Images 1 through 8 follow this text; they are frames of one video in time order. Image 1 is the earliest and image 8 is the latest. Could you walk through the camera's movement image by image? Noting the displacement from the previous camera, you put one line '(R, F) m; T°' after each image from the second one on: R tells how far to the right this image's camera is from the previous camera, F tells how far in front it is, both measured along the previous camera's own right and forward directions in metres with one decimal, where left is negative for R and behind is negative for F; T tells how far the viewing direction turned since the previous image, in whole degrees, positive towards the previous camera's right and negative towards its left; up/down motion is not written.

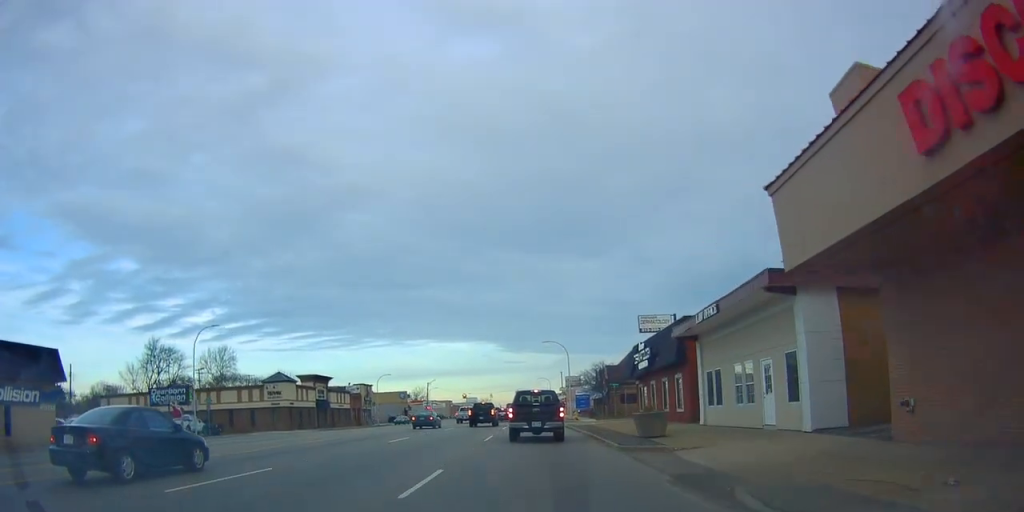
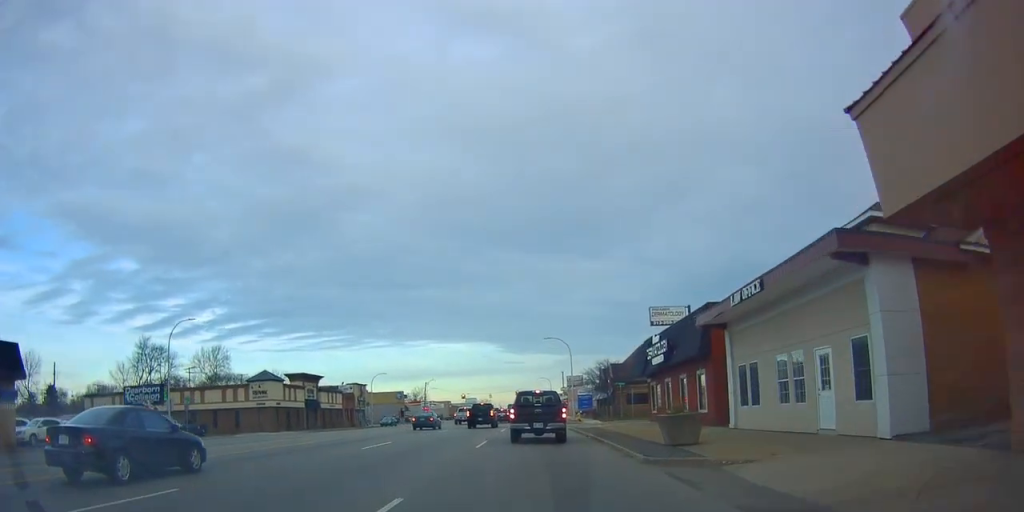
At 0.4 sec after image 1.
(+0.1, +3.8) m; 0°
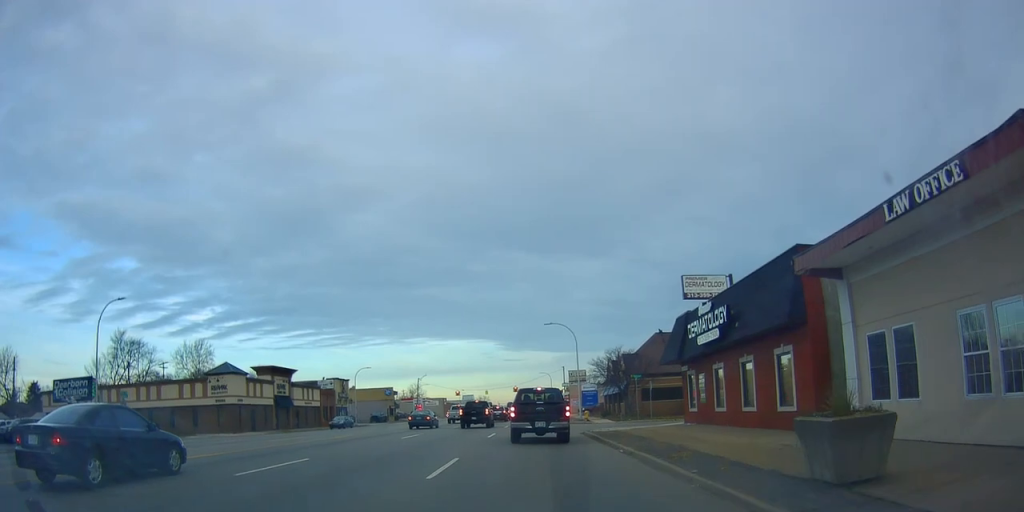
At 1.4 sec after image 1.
(-0.4, +8.8) m; -3°
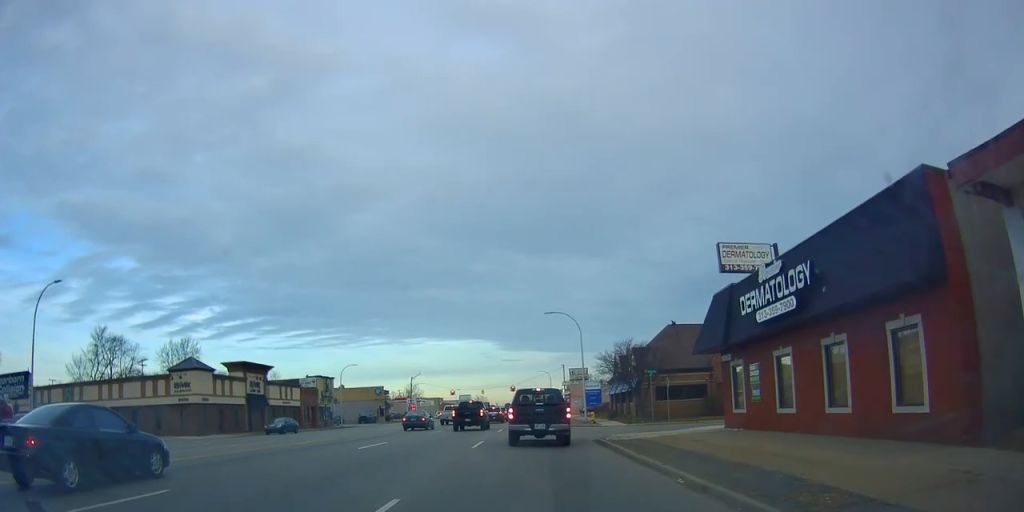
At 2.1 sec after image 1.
(0.0, +6.7) m; 0°
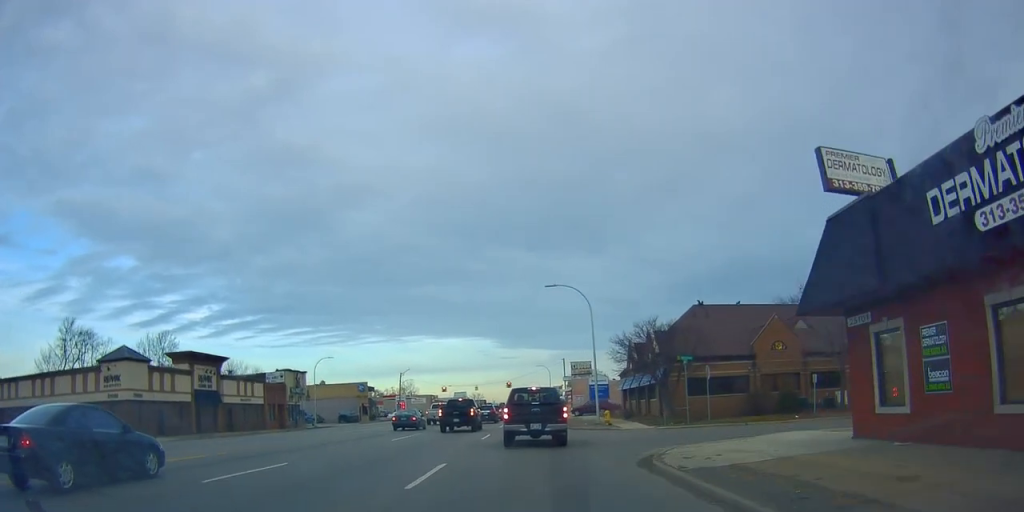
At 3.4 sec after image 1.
(0.0, +11.9) m; 0°
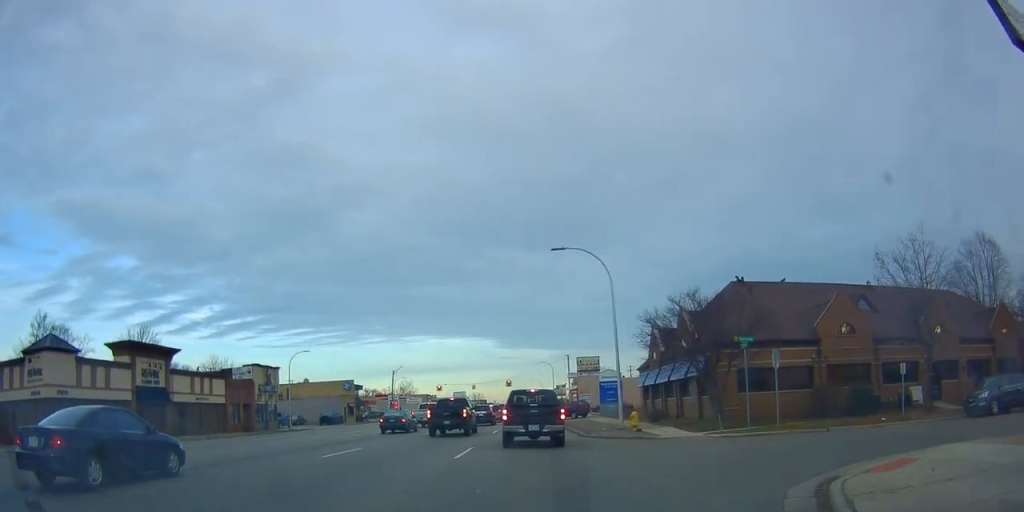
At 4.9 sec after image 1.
(0.0, +11.3) m; 0°
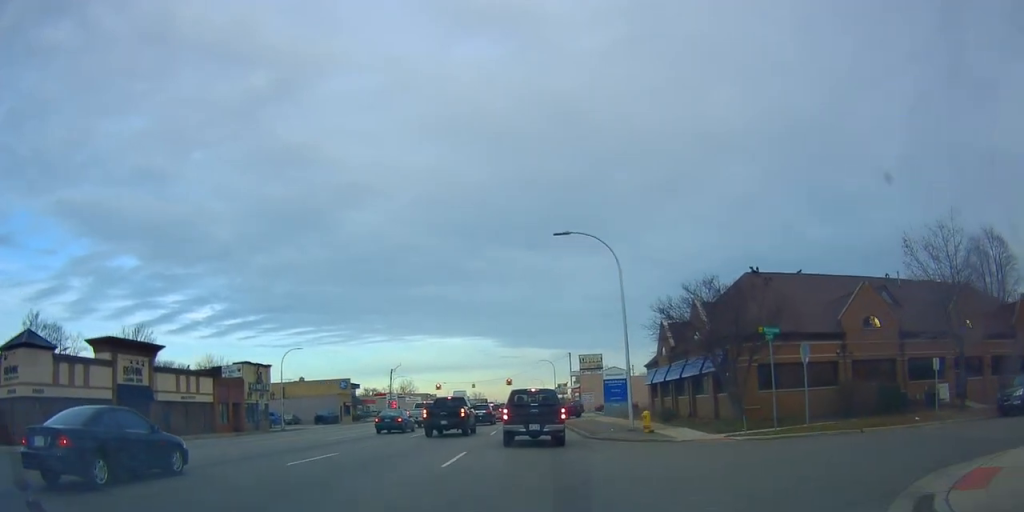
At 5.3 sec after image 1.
(0.0, +3.1) m; -1°
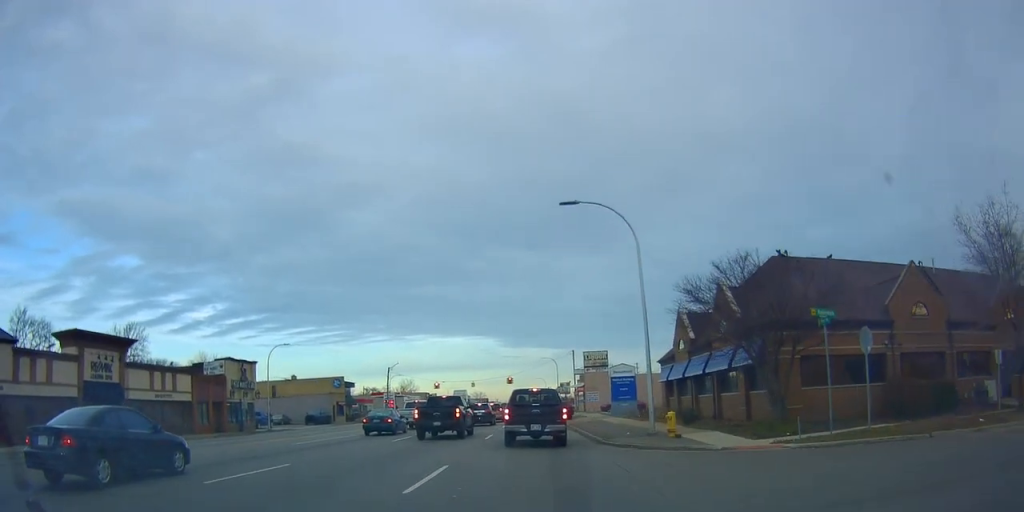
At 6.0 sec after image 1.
(0.0, +4.7) m; -3°
